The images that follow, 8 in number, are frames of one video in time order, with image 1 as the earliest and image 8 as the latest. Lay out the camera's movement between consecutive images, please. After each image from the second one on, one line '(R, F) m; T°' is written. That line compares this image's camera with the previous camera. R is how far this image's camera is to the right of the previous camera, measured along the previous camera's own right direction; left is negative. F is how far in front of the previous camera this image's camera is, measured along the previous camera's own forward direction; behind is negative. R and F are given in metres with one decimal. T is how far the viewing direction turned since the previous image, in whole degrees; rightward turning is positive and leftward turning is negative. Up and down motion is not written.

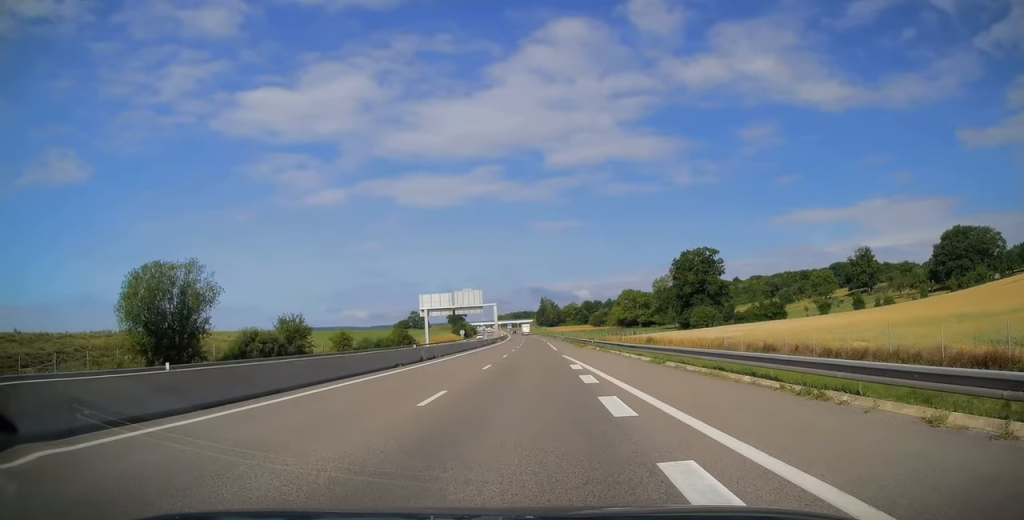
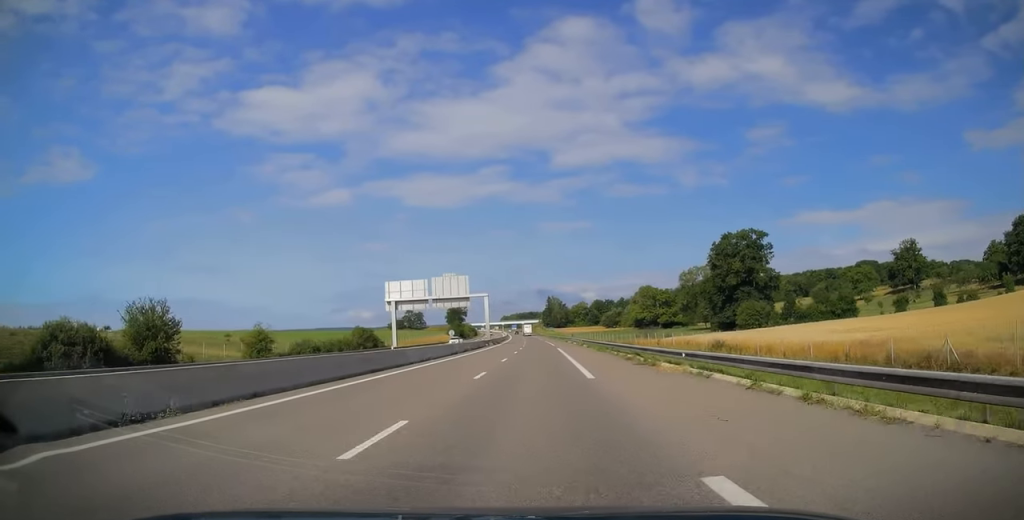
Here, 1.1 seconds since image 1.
(-0.5, +31.1) m; -1°
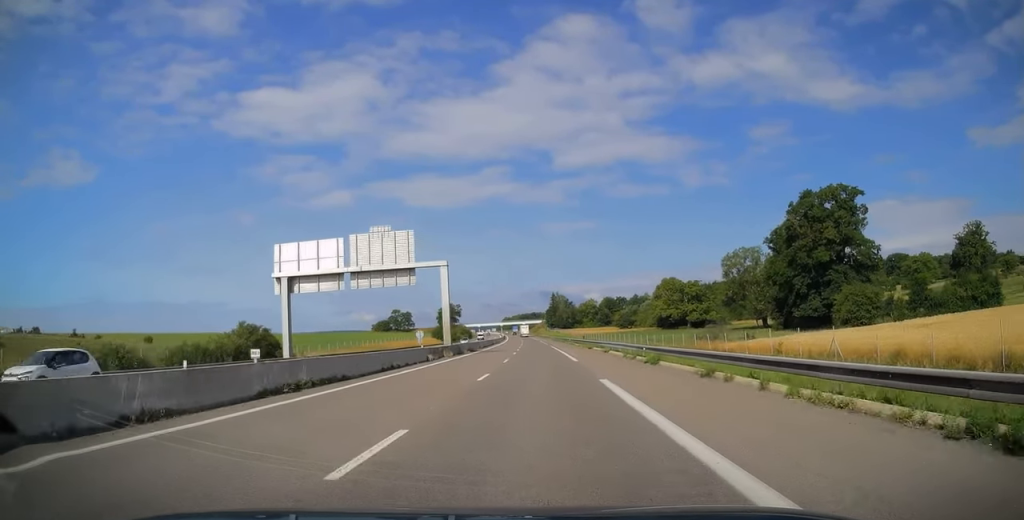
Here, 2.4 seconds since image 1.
(-0.1, +39.9) m; 0°
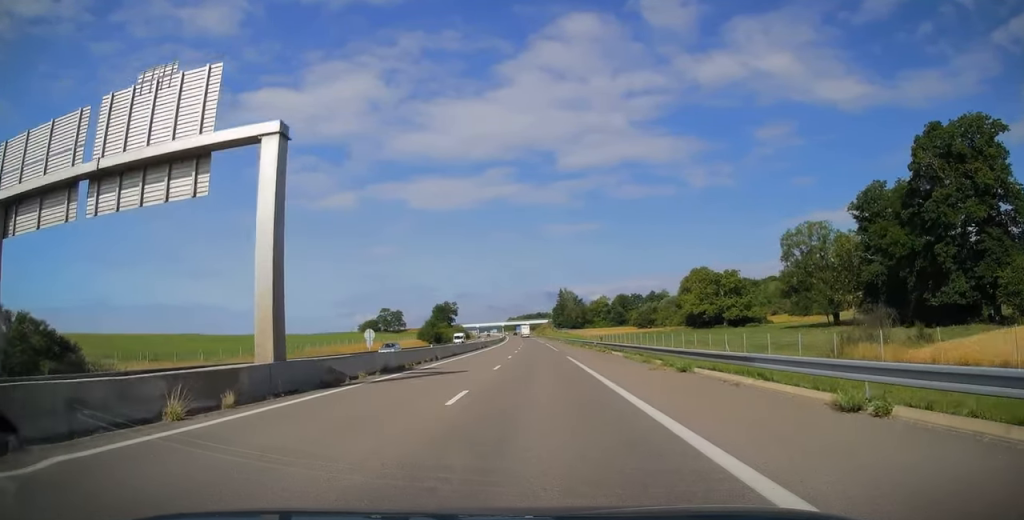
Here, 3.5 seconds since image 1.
(-0.3, +32.5) m; -1°
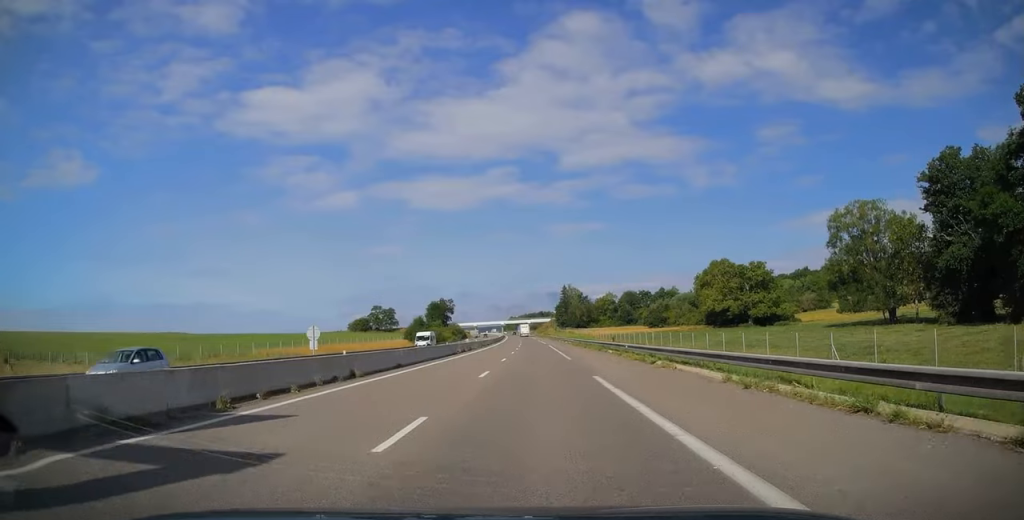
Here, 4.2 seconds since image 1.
(-0.1, +18.0) m; 0°
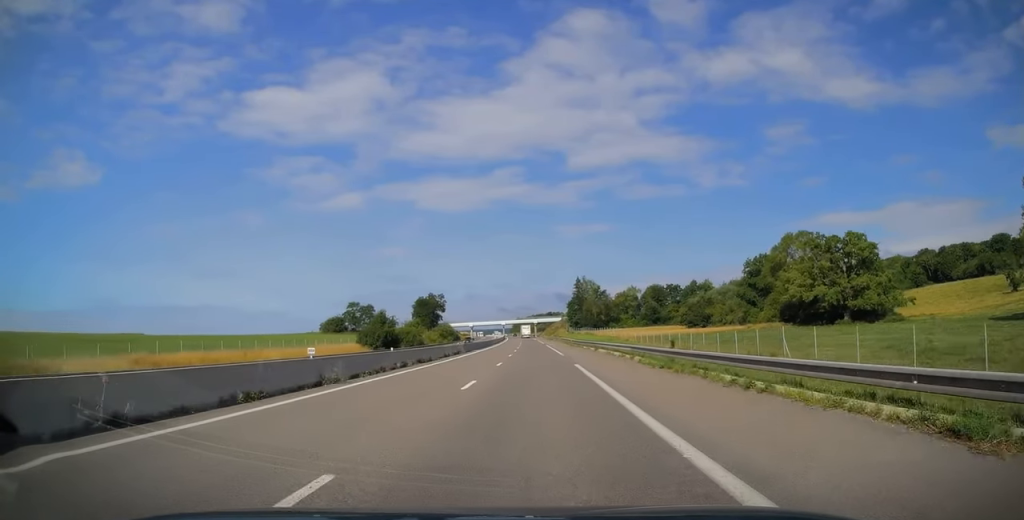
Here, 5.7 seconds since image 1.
(0.0, +43.2) m; 0°
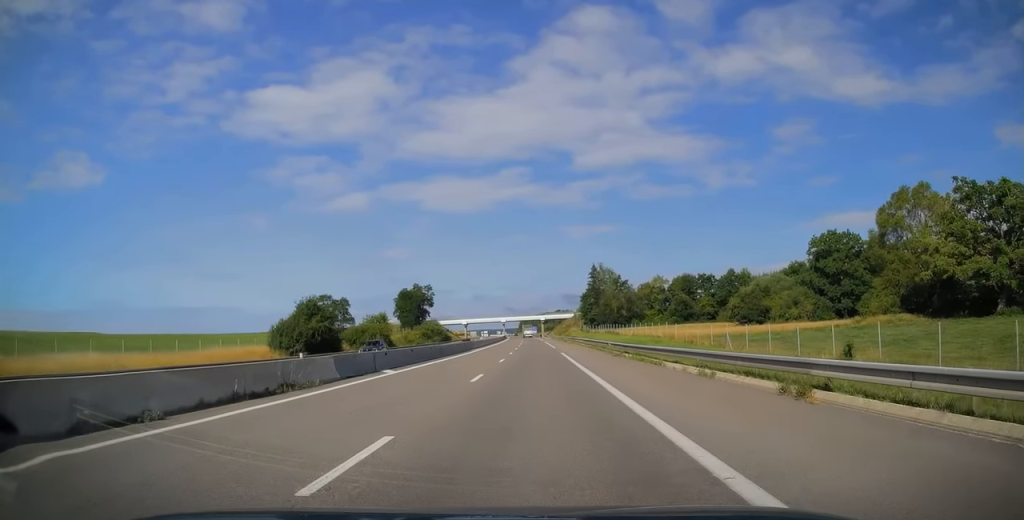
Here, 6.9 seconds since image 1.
(+0.1, +36.9) m; -1°
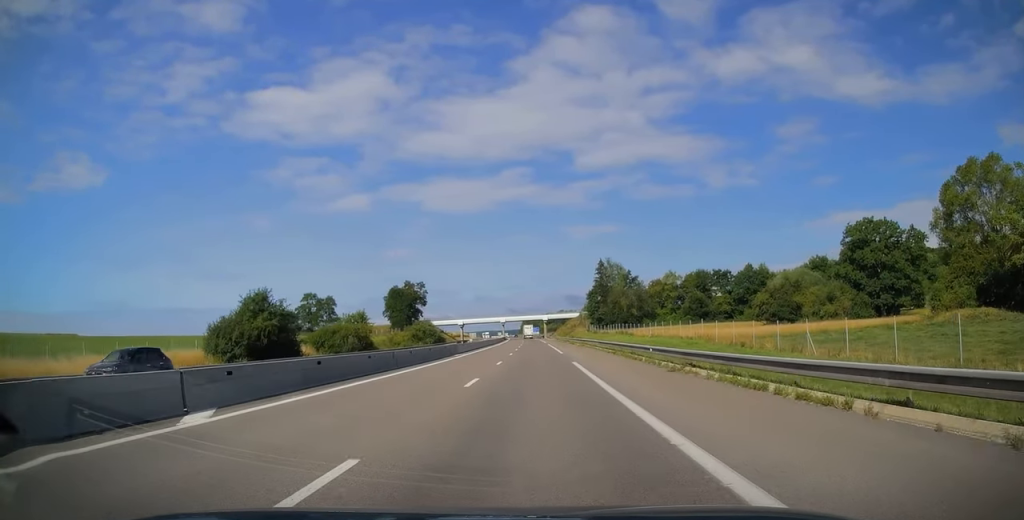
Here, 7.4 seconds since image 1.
(-0.2, +14.6) m; 0°
